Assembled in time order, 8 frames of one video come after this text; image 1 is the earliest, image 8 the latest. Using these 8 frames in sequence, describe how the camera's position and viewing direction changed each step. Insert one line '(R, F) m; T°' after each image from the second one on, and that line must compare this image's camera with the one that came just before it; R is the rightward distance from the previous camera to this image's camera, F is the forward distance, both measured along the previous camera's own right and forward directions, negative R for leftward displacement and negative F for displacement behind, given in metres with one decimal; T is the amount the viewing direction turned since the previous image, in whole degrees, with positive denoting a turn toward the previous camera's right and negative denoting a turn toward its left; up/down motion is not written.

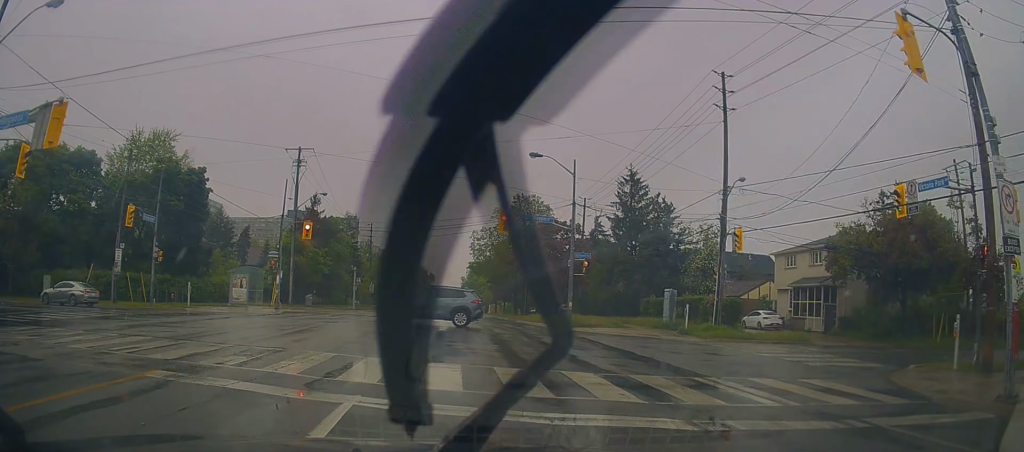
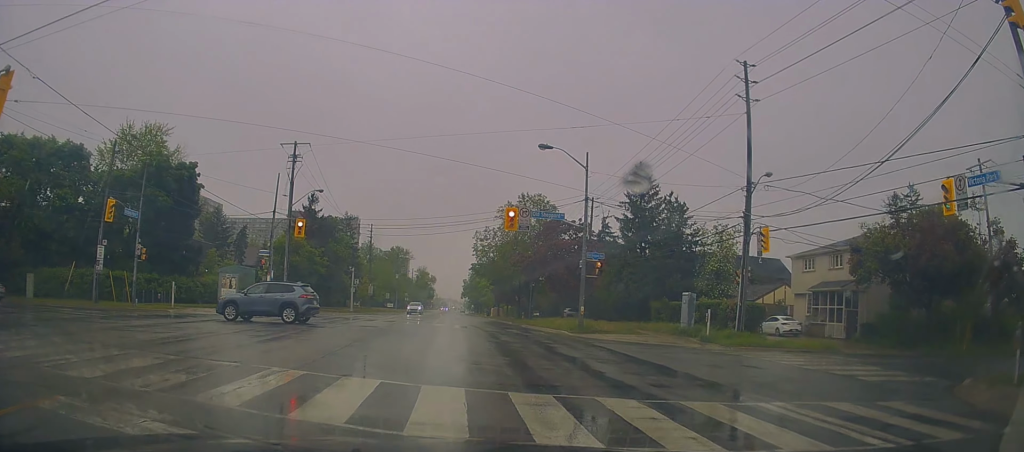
(+0.1, +1.6) m; -1°
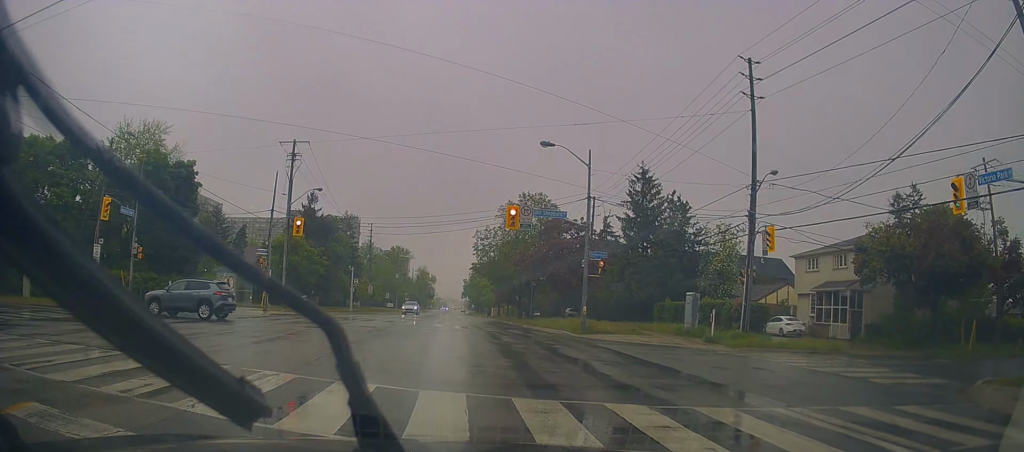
(+0.1, +0.4) m; 0°
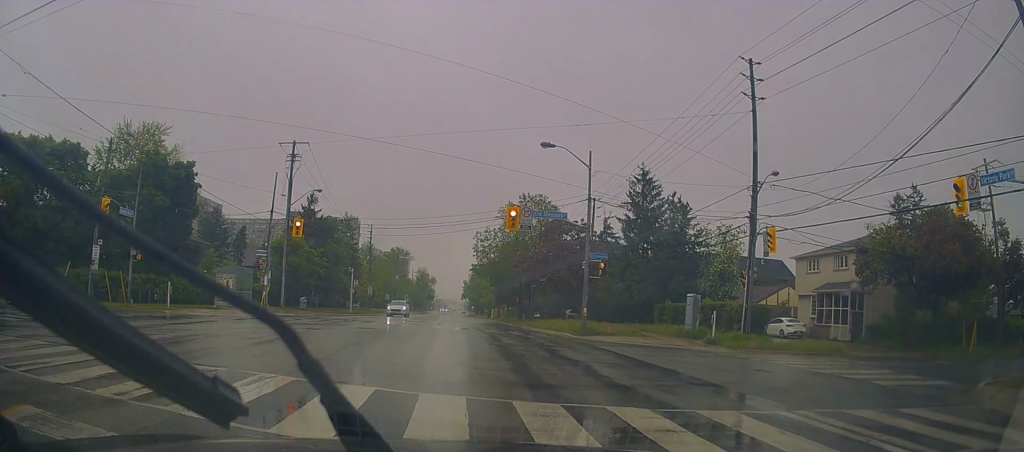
(+0.1, +0.3) m; 0°
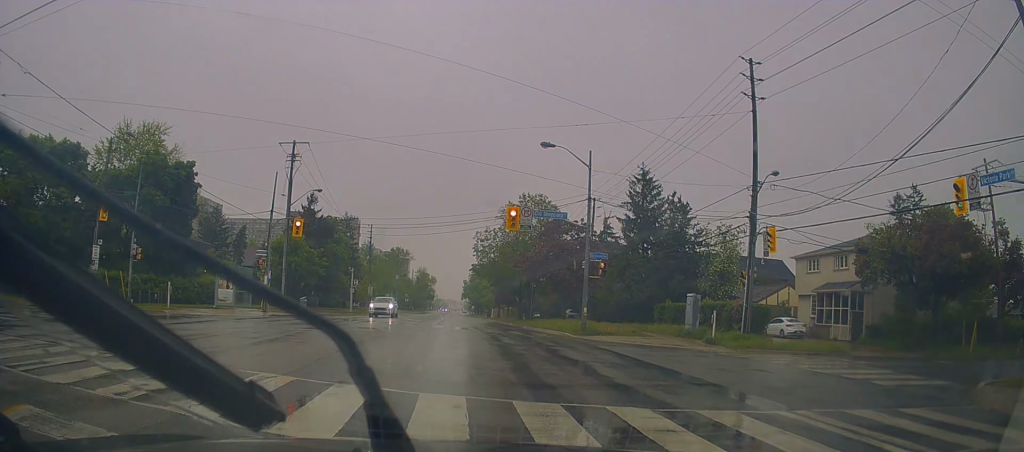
(+0.1, +0.3) m; 0°
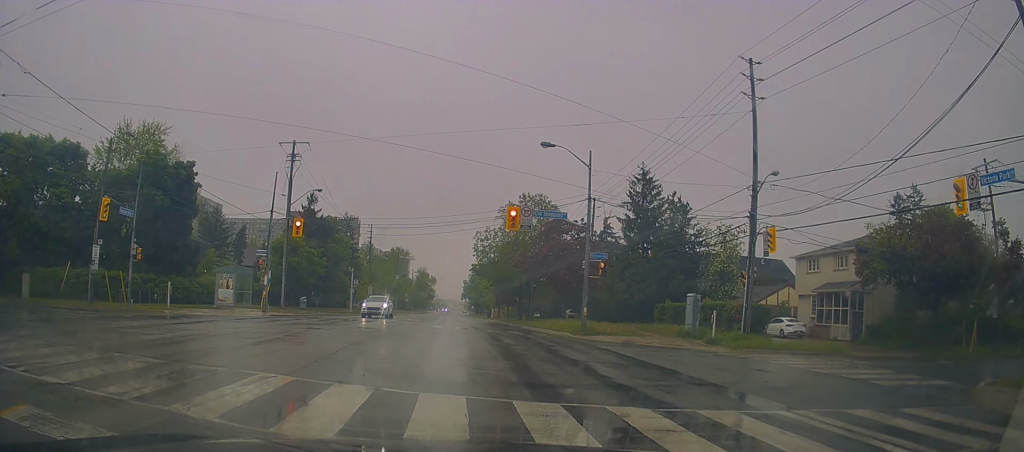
(0.0, 0.0) m; 0°
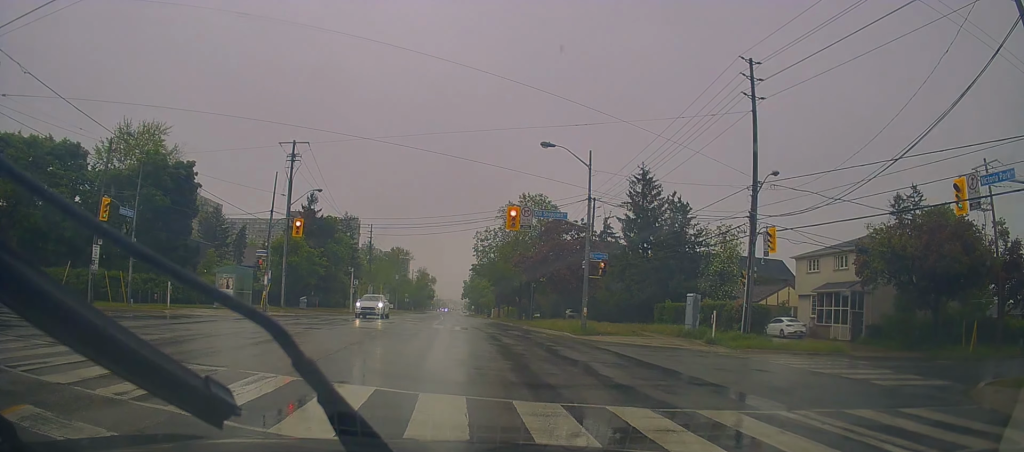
(0.0, 0.0) m; 0°
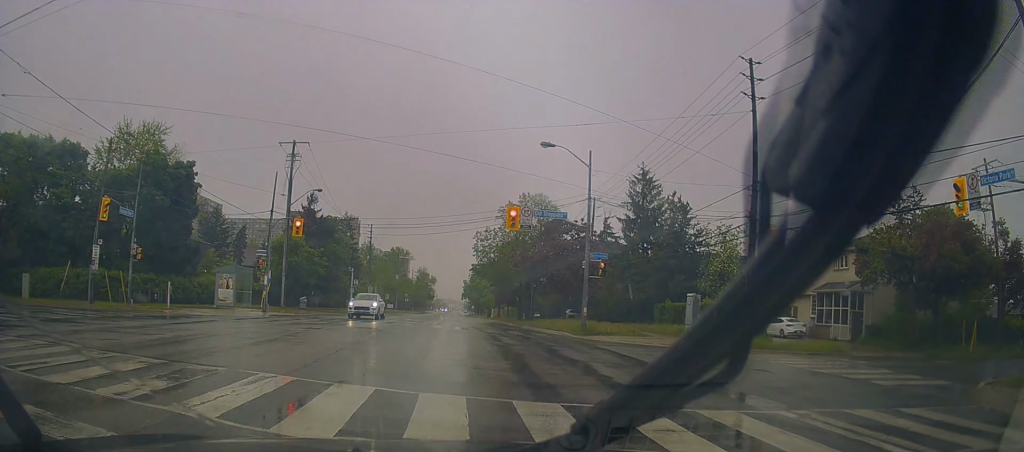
(0.0, 0.0) m; 0°
